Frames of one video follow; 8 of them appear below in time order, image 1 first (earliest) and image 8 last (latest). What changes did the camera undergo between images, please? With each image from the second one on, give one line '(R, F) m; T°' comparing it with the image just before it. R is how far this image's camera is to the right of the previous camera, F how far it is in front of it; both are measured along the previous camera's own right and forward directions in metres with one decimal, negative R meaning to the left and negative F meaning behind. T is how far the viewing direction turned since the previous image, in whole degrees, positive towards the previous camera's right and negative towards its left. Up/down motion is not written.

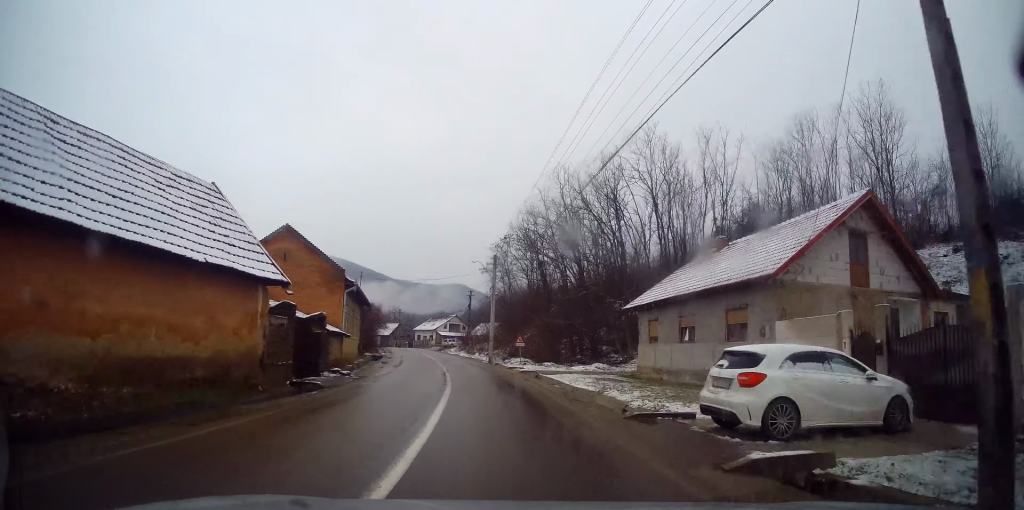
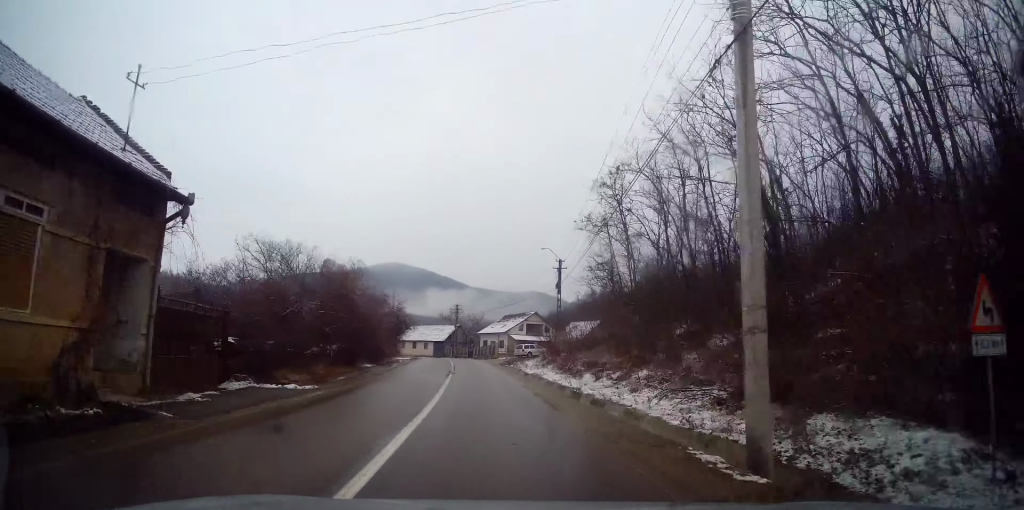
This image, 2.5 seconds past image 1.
(-1.6, +32.6) m; -7°
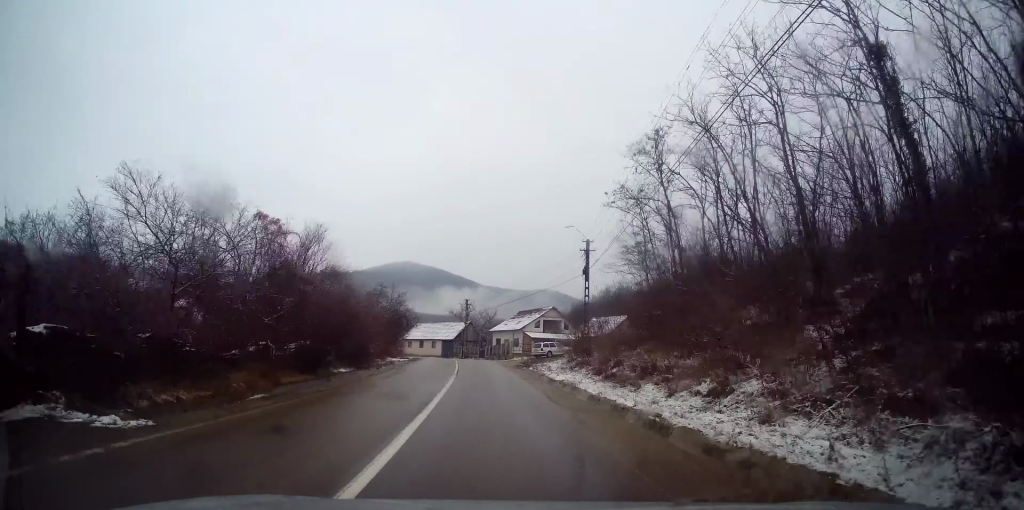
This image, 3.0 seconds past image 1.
(-0.2, +7.7) m; -2°
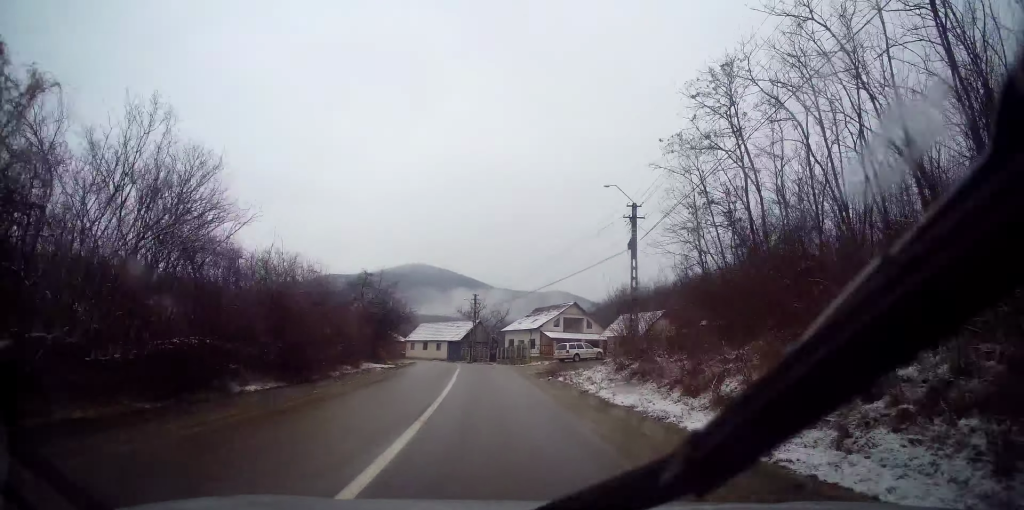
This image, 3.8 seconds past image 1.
(-0.2, +10.1) m; -2°
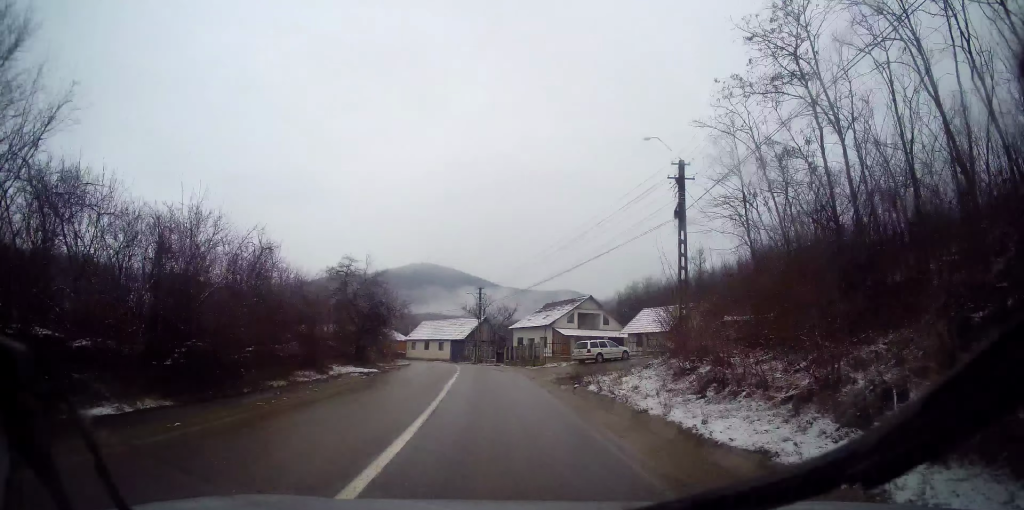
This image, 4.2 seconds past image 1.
(-0.2, +6.4) m; 0°
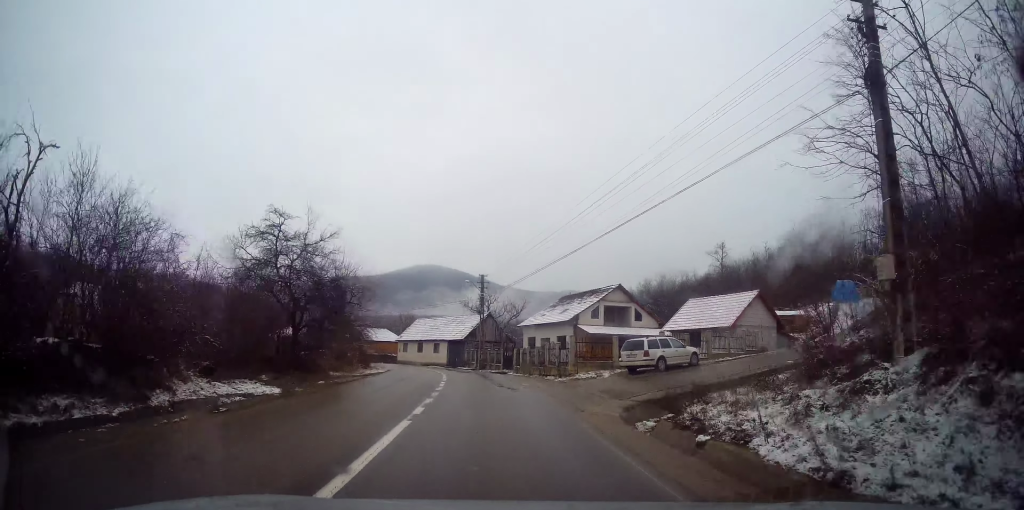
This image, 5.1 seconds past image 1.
(0.0, +12.0) m; -1°
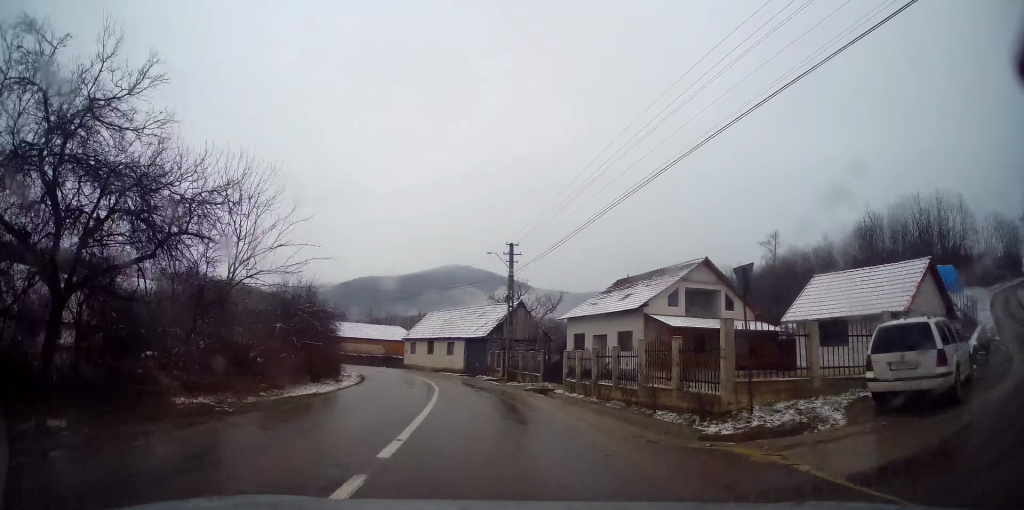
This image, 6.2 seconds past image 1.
(-0.1, +14.6) m; -3°
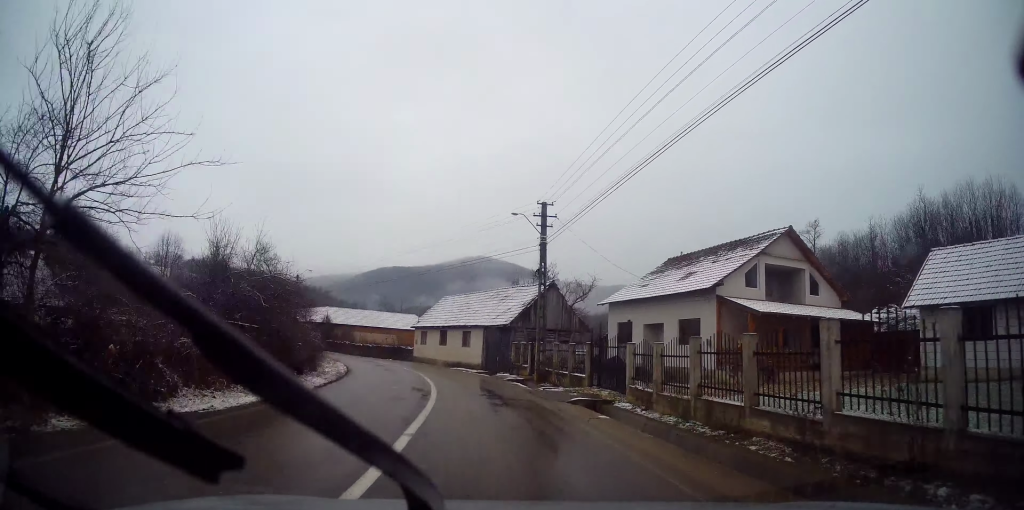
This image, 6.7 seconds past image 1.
(0.0, +7.7) m; -3°
